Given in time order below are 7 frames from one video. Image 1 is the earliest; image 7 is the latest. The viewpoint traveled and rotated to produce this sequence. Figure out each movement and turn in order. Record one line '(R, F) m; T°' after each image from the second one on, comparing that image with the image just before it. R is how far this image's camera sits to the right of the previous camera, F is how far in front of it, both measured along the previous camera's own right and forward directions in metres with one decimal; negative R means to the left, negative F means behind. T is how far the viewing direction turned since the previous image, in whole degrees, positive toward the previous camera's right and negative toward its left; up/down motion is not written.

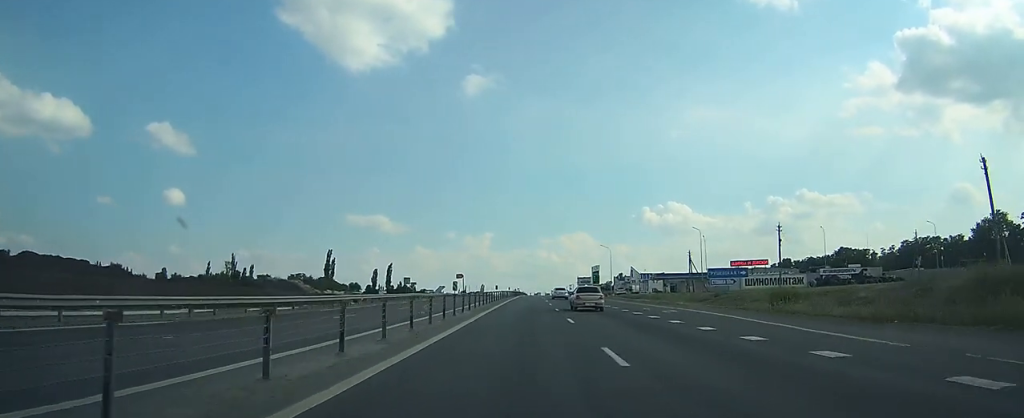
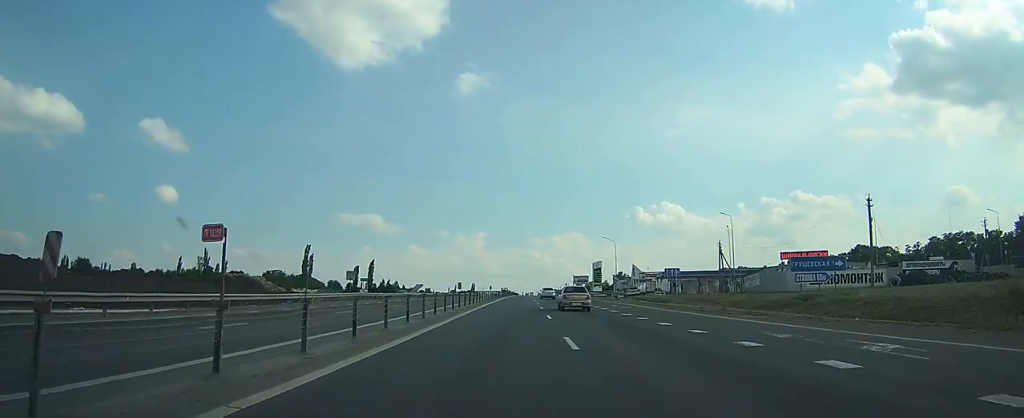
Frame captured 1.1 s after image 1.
(+0.1, +20.8) m; 0°
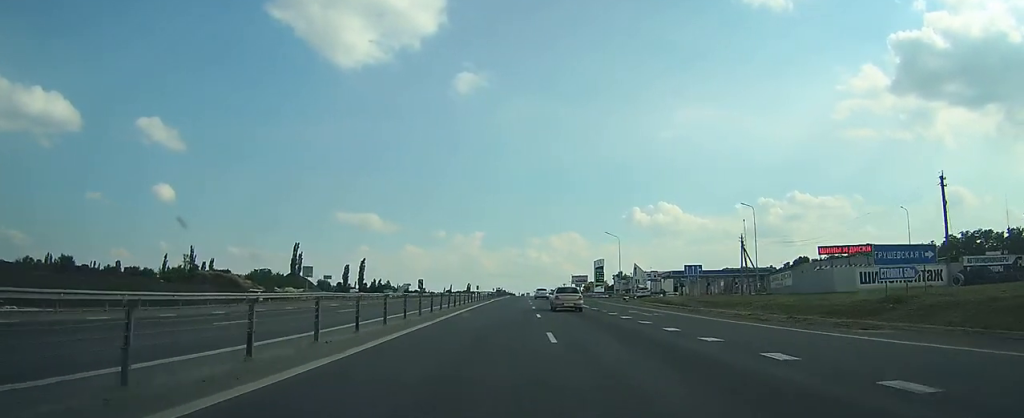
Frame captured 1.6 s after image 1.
(0.0, +10.2) m; 0°
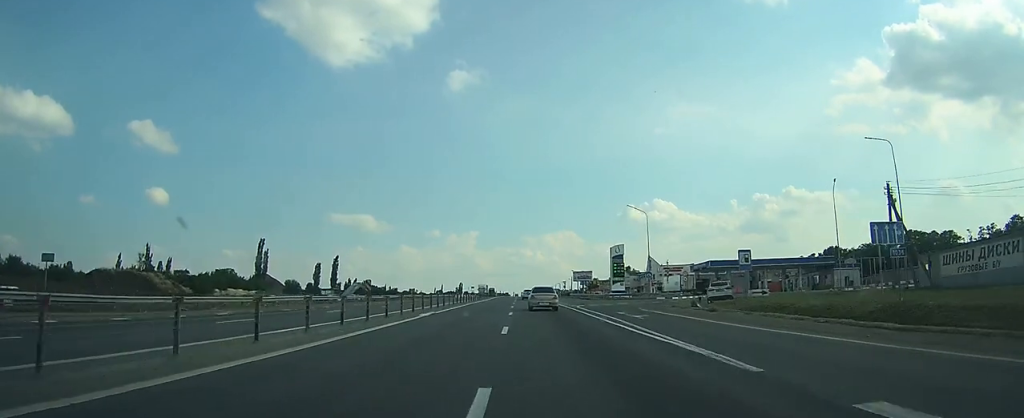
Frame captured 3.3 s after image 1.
(+0.3, +32.9) m; +1°
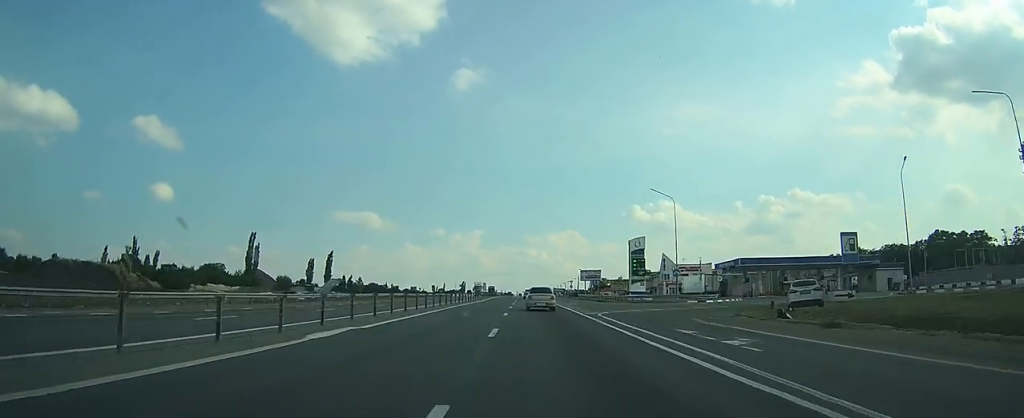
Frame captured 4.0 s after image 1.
(0.0, +12.9) m; 0°
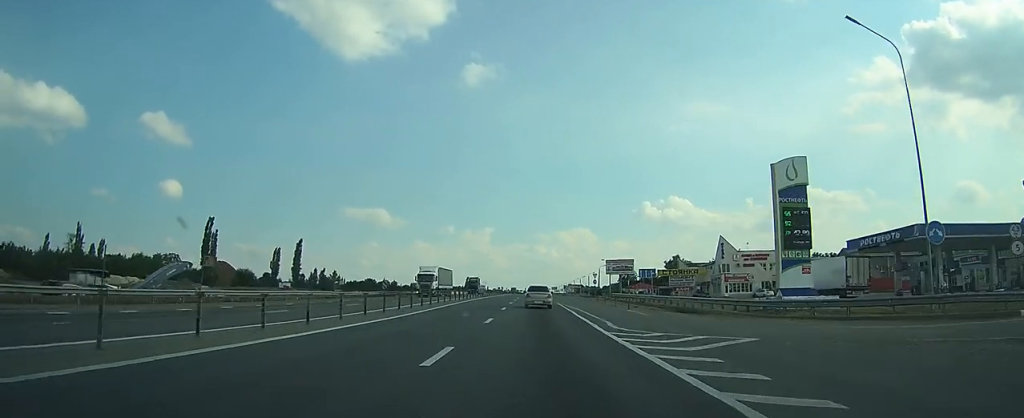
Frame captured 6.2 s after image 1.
(-0.2, +42.1) m; -1°
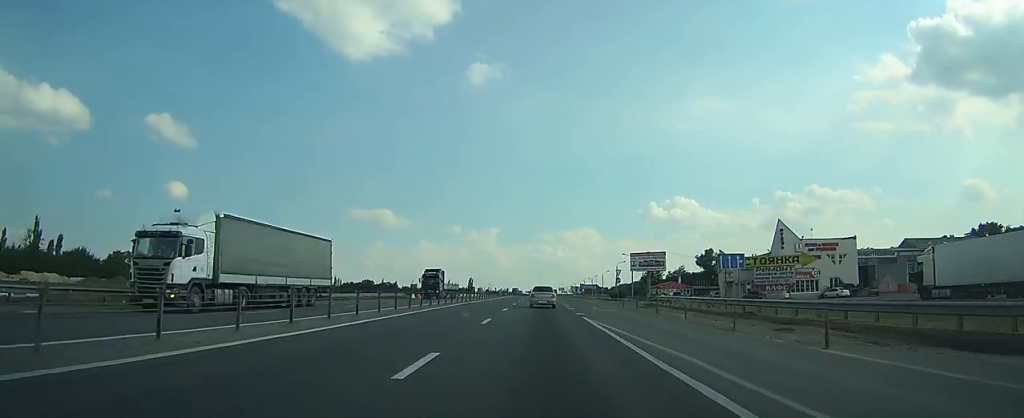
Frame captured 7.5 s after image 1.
(-0.1, +25.4) m; -1°
